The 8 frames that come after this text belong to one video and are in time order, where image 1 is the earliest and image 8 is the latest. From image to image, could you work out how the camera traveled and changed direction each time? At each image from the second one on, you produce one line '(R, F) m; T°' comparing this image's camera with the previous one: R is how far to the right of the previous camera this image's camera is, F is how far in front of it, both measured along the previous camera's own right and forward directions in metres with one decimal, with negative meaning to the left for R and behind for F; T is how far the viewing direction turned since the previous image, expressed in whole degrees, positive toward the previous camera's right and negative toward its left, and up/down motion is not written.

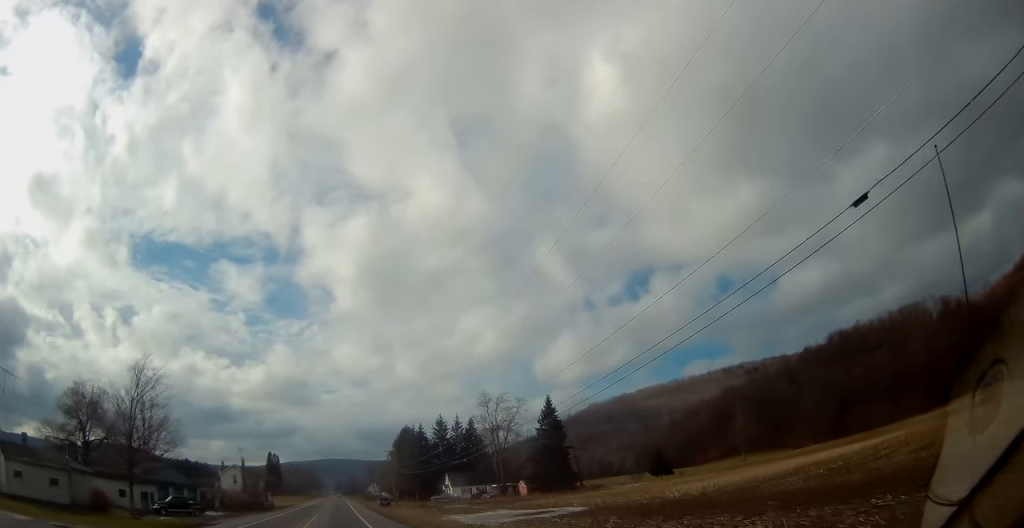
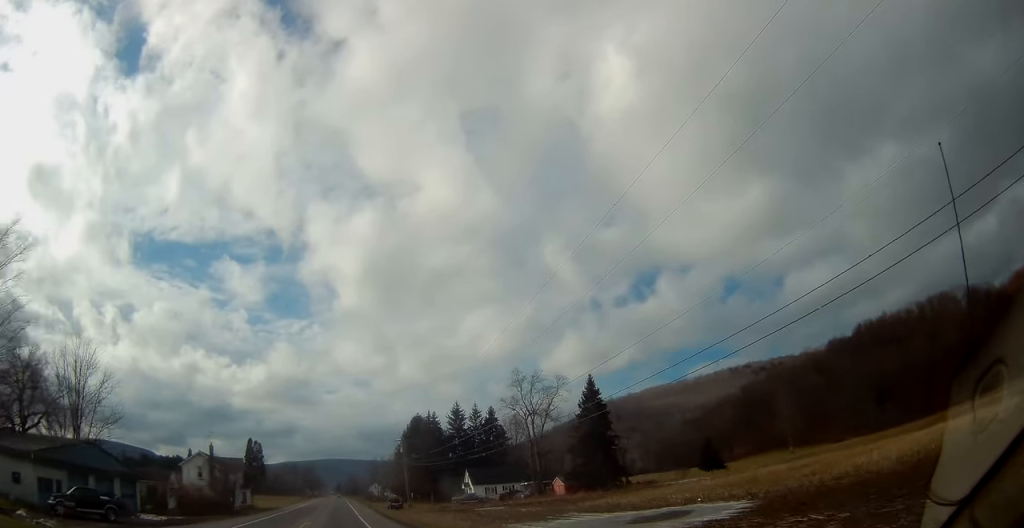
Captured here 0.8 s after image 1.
(+0.1, +21.5) m; +1°
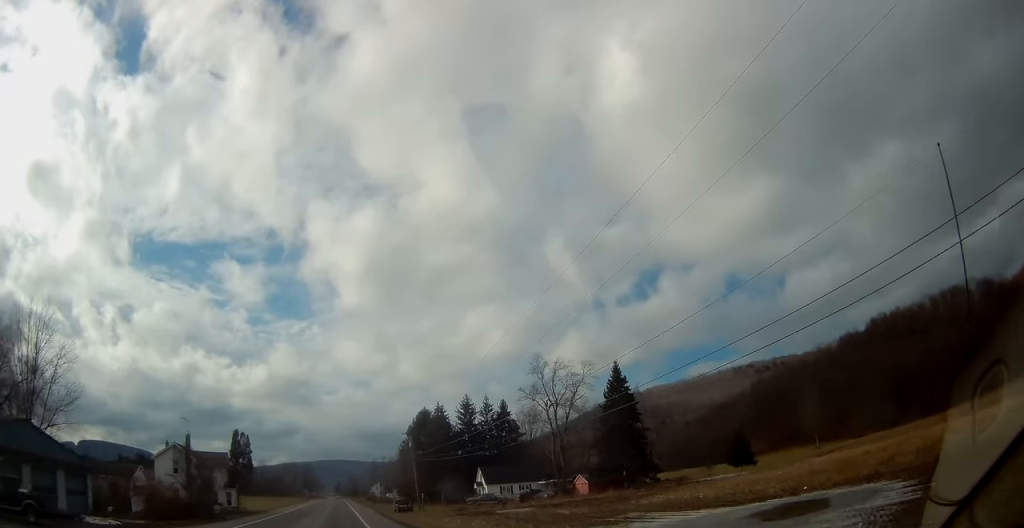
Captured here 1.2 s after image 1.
(-0.1, +10.3) m; 0°
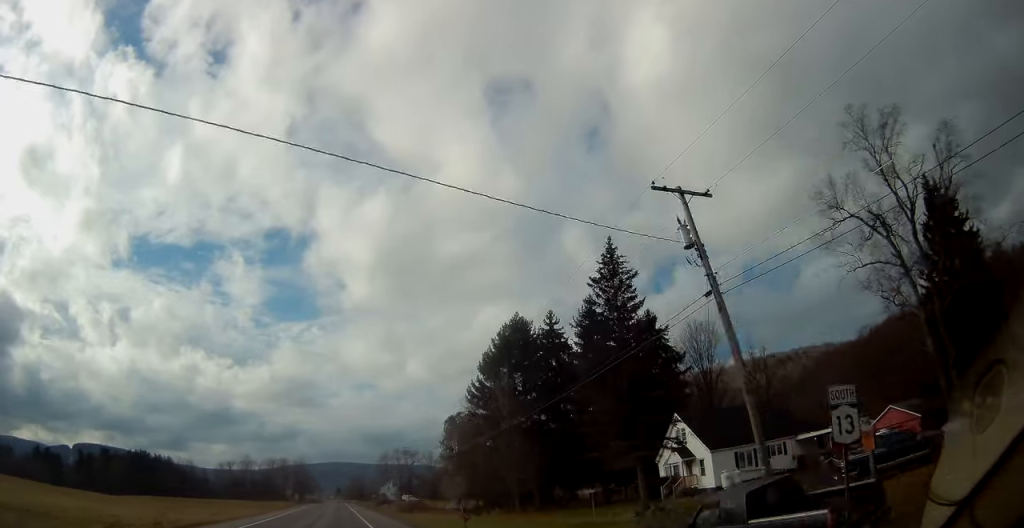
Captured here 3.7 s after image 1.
(-0.5, +62.4) m; -1°
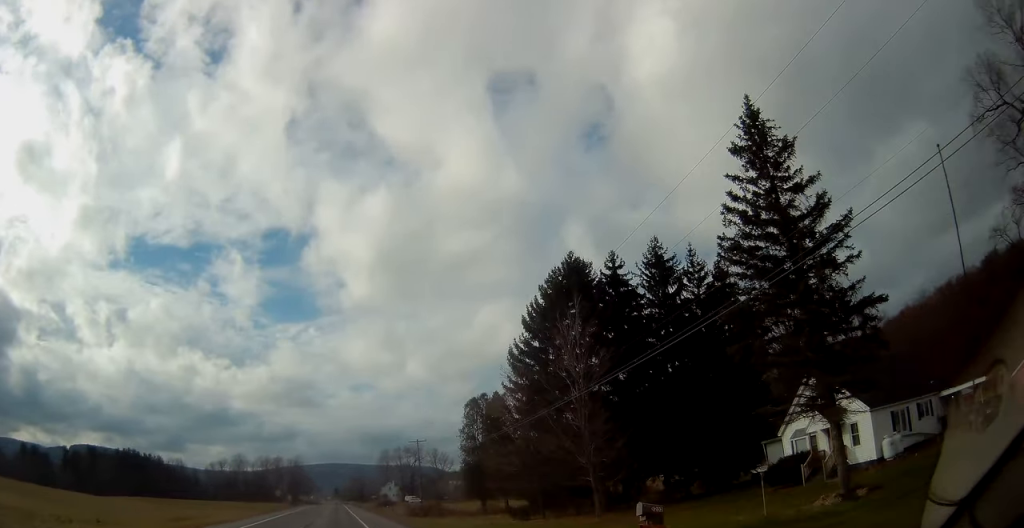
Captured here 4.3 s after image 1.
(0.0, +15.4) m; 0°
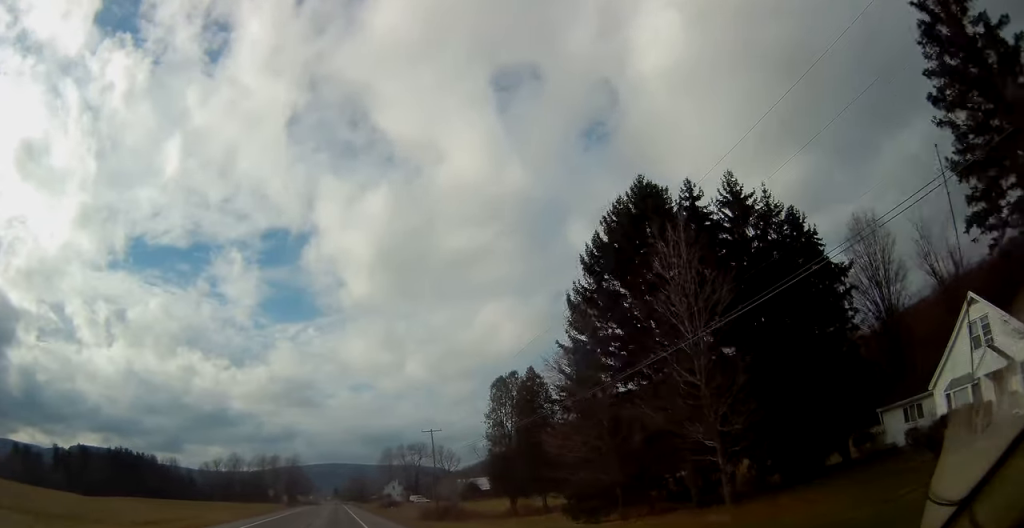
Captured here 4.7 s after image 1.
(0.0, +12.0) m; 0°
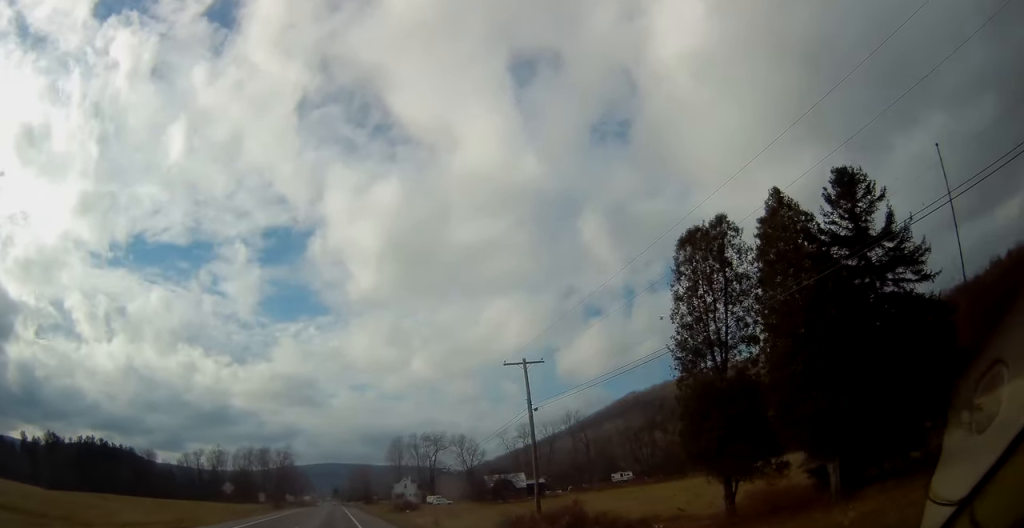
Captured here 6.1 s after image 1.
(+0.2, +34.1) m; 0°
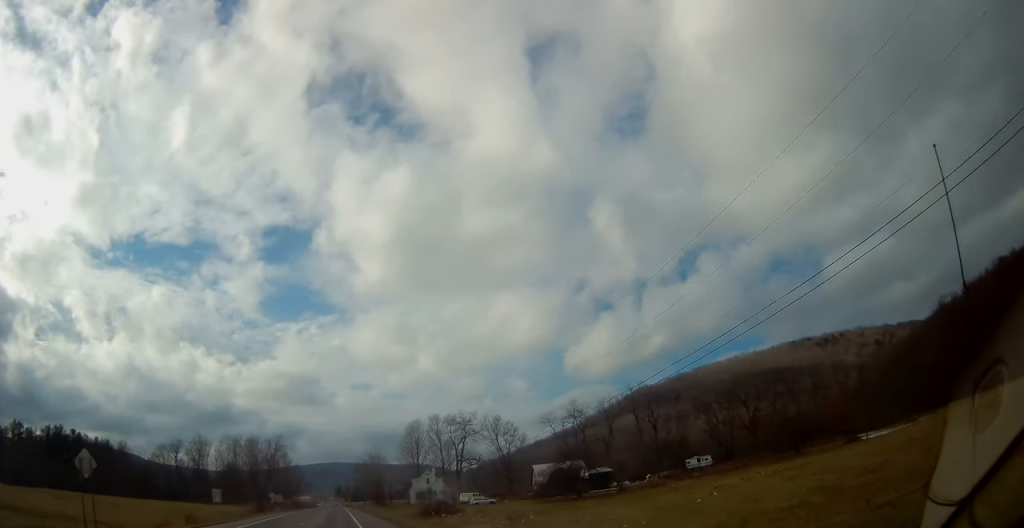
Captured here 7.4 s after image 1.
(-0.2, +34.2) m; -1°
